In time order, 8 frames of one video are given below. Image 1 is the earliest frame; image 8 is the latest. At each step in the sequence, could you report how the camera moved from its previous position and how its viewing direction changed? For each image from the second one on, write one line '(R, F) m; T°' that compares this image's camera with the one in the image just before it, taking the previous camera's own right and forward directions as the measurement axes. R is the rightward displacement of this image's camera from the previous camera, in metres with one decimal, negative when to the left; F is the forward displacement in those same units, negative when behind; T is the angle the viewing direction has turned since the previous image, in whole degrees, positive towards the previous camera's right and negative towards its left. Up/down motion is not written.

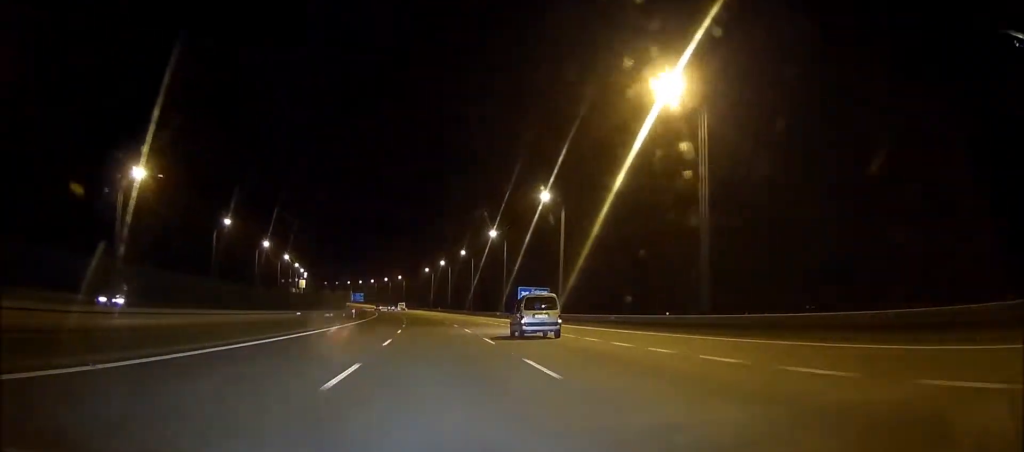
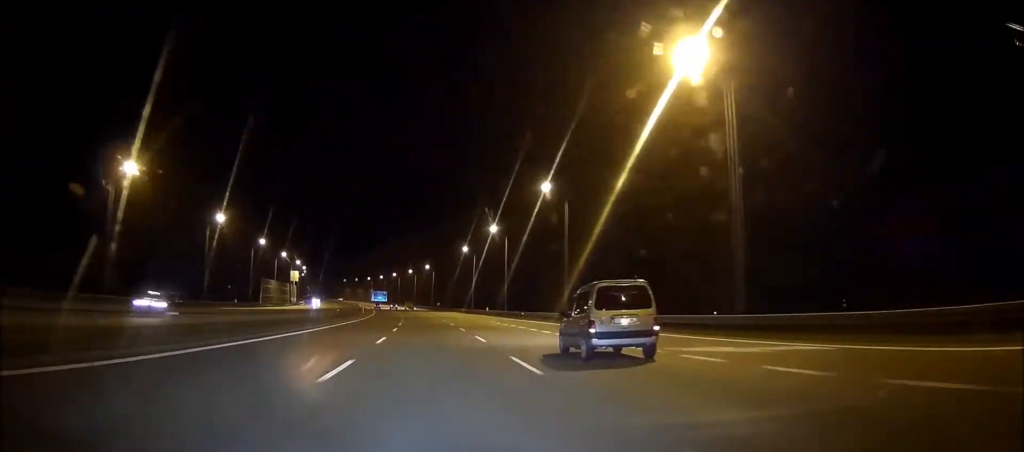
(-6.0, +70.4) m; -5°
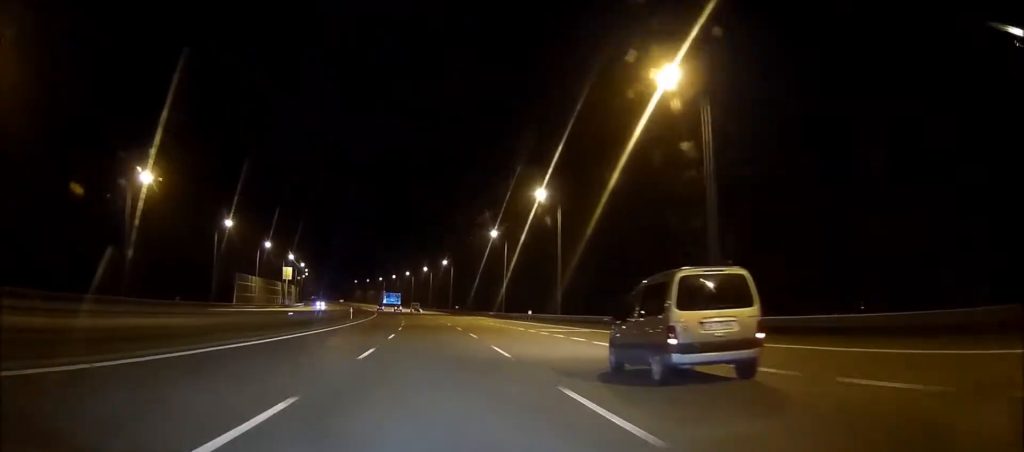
(0.0, +30.3) m; 0°
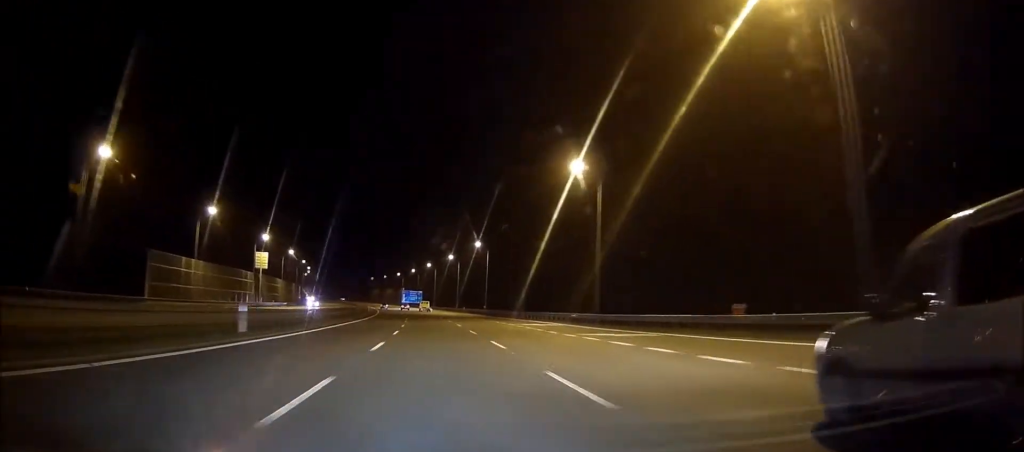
(0.0, +45.3) m; 0°
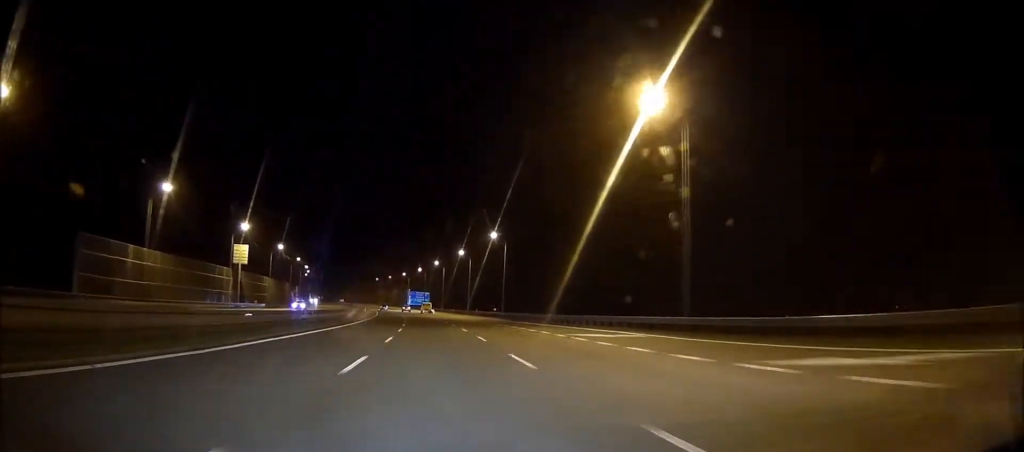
(0.0, +17.8) m; 0°
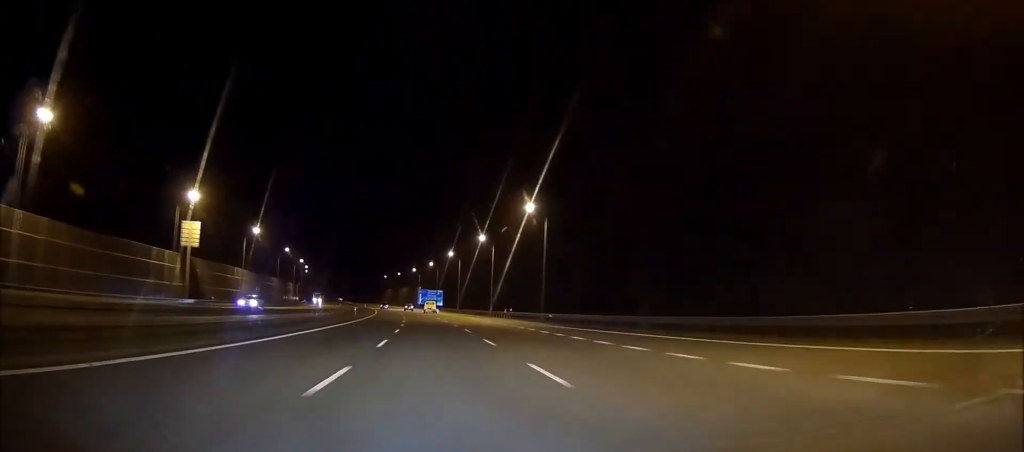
(0.0, +27.3) m; 0°
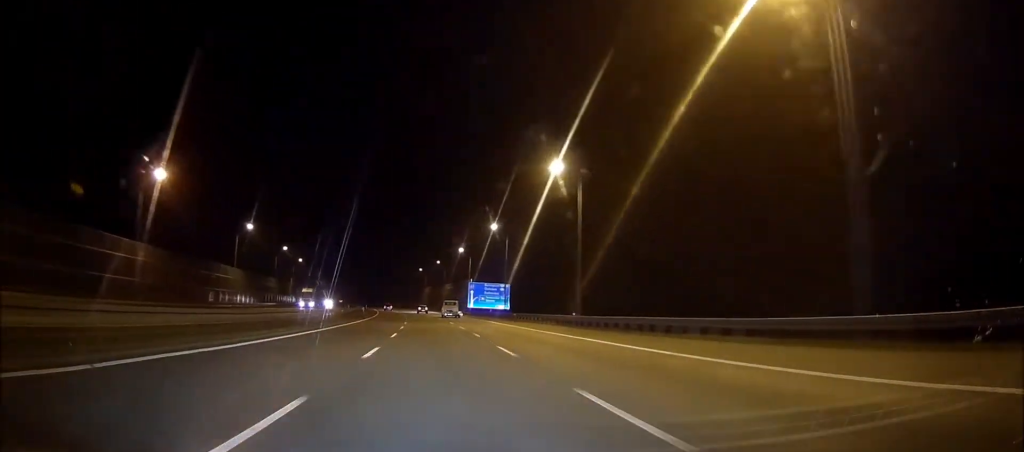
(-0.1, +88.6) m; 0°
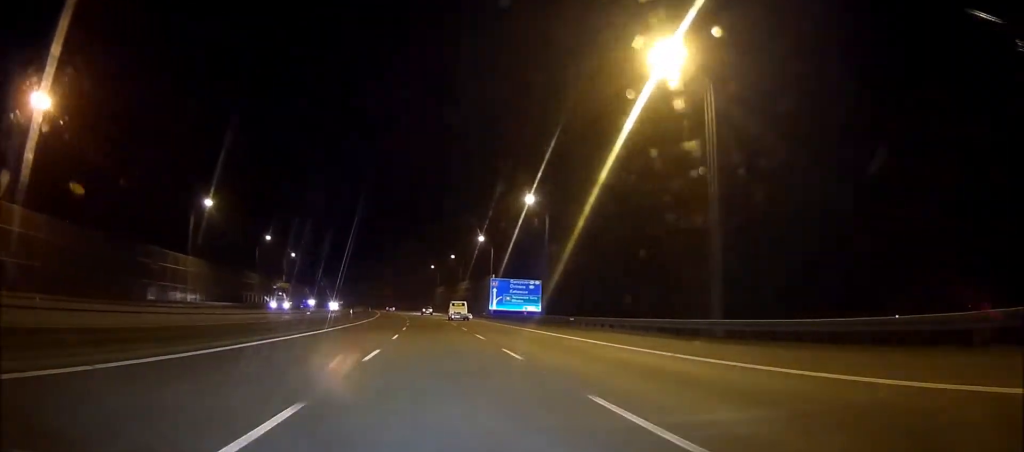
(0.0, +24.5) m; 0°
